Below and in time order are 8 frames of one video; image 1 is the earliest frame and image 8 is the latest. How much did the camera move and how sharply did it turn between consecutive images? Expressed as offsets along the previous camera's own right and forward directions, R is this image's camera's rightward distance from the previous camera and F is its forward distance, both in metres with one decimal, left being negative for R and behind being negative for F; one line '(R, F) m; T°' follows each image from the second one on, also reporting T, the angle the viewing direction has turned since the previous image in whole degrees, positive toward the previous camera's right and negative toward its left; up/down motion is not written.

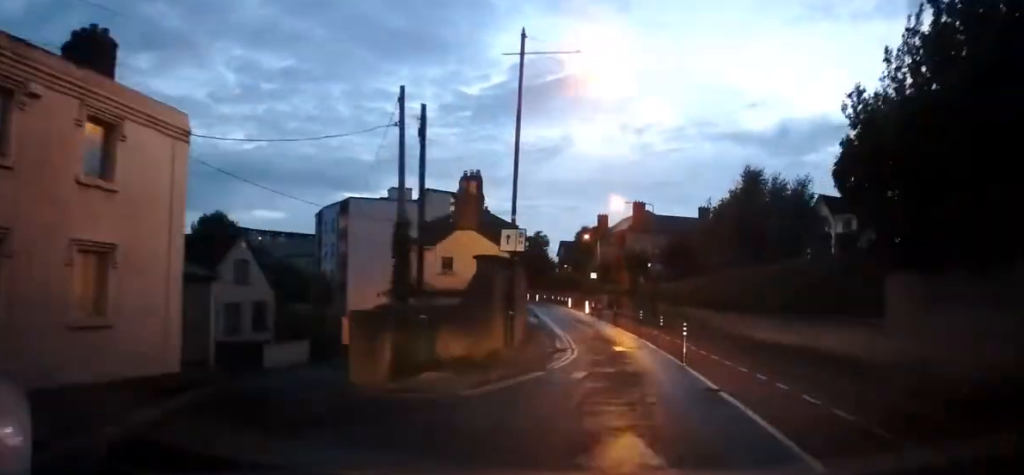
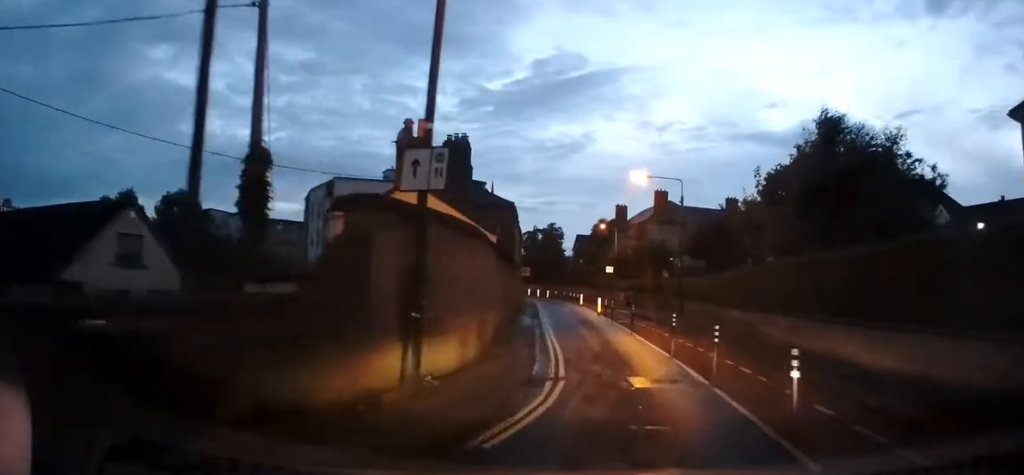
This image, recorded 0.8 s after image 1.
(-0.3, +7.8) m; -2°
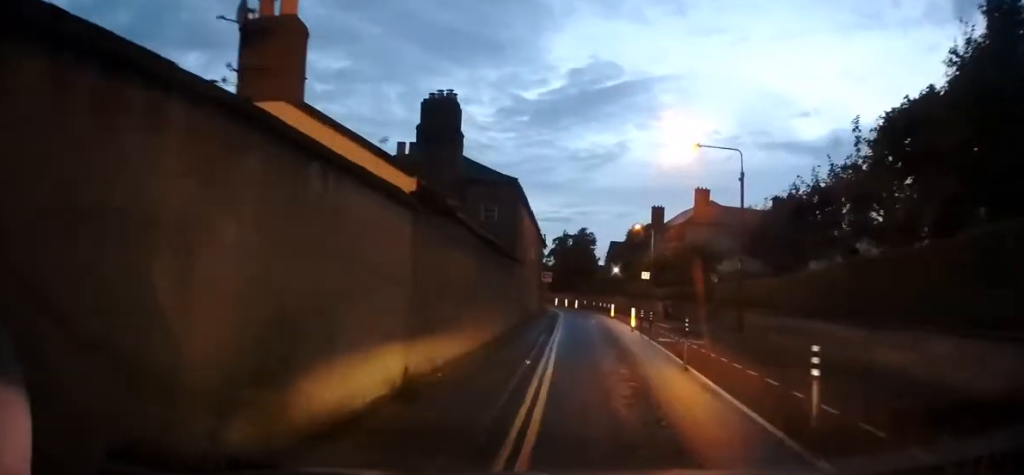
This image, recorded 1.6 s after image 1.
(-0.1, +8.4) m; -3°
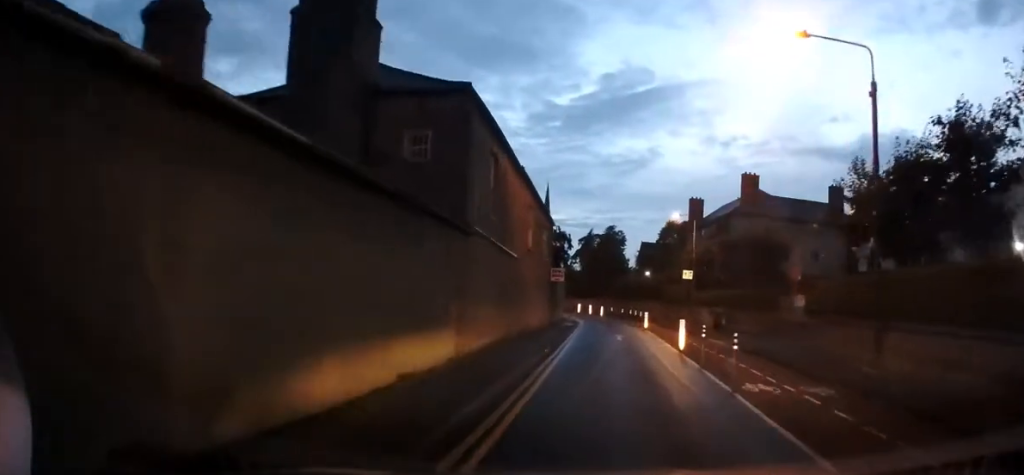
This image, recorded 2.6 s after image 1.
(-0.5, +11.6) m; -3°
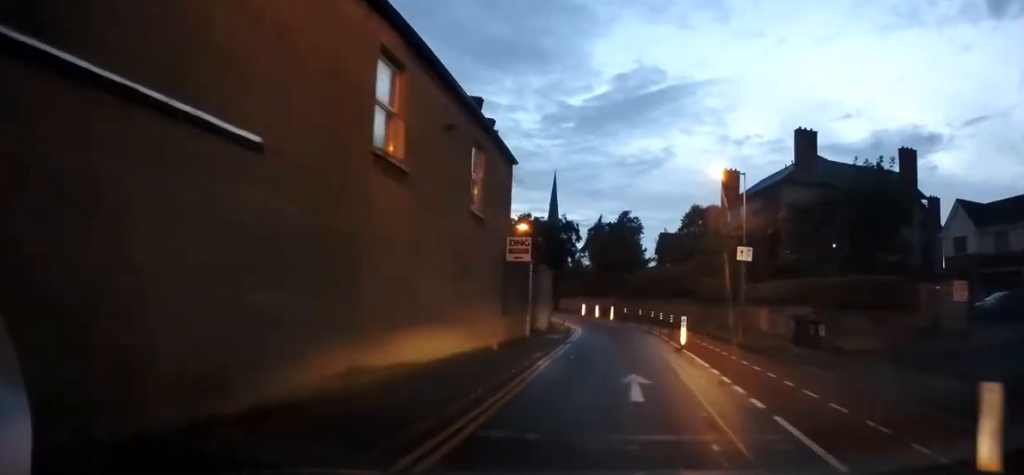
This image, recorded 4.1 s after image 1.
(-0.2, +15.9) m; -1°
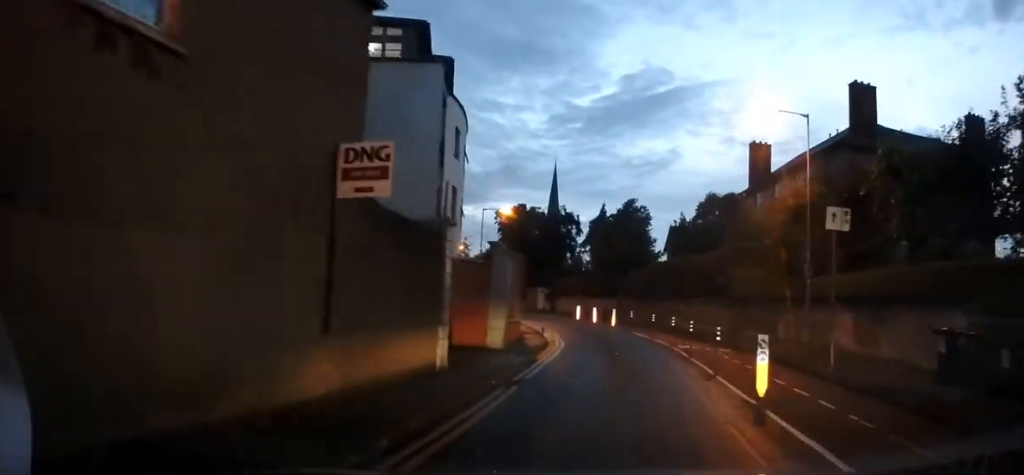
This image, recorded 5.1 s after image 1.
(0.0, +11.2) m; -1°
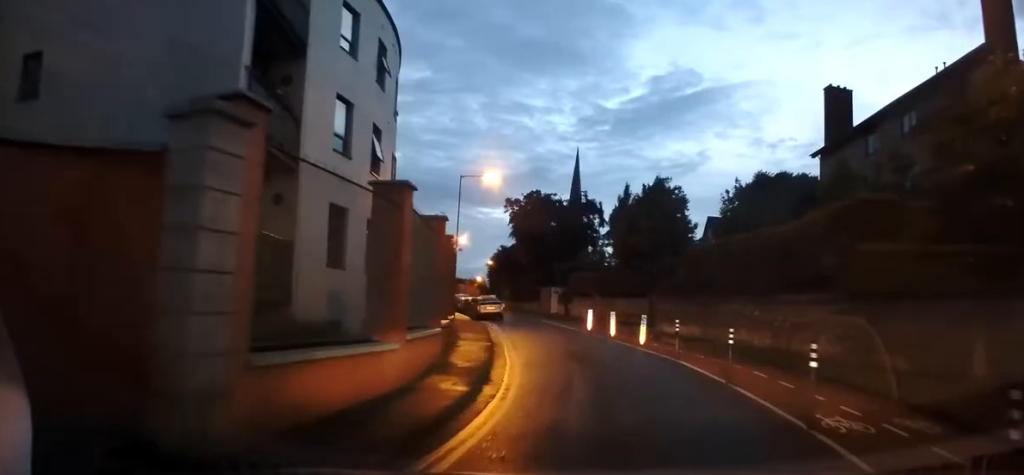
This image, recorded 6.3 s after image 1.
(-0.4, +14.0) m; -5°
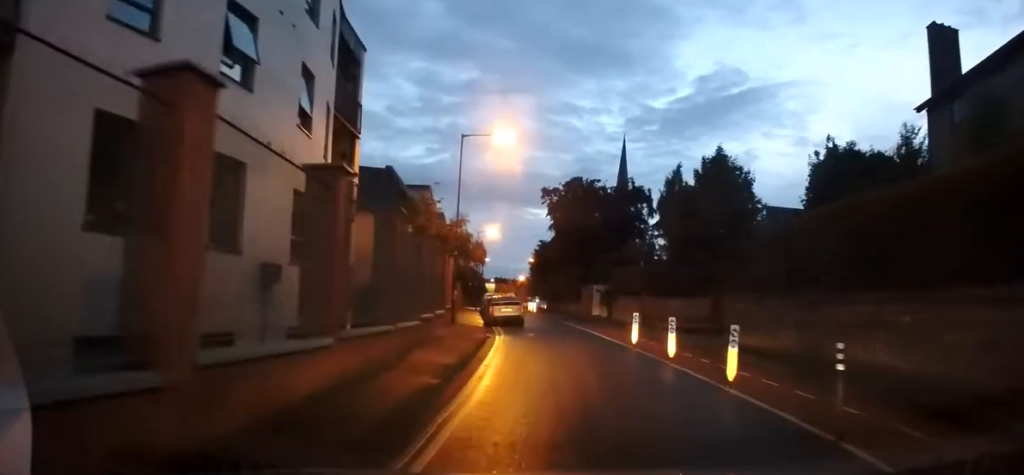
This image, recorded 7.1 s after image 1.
(-0.3, +9.1) m; -4°
